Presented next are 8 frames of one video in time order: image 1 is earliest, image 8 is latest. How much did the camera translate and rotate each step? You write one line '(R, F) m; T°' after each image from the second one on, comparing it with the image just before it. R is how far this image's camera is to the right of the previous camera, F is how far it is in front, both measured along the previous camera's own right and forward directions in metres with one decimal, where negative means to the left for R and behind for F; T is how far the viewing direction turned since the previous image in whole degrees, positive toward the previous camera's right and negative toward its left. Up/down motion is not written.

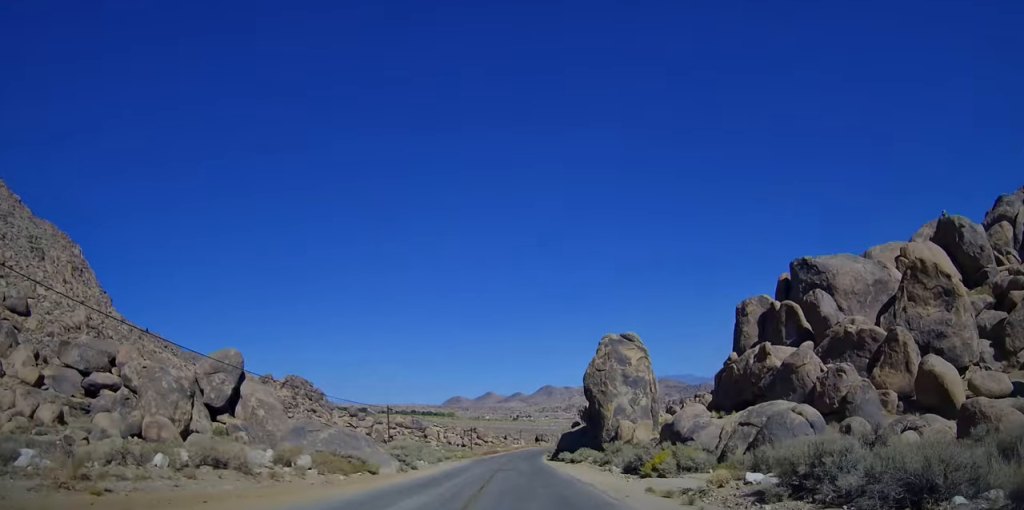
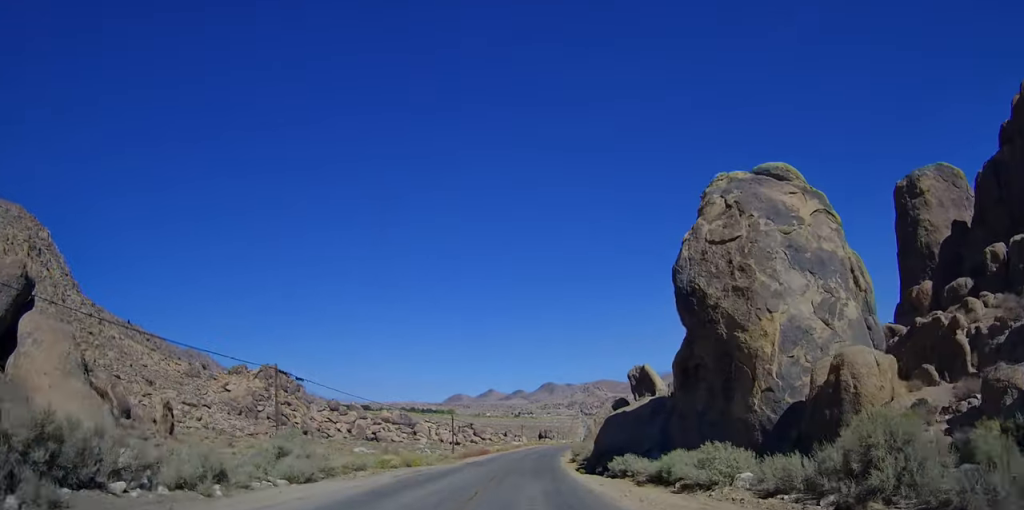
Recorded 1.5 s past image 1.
(+1.0, +32.8) m; +3°
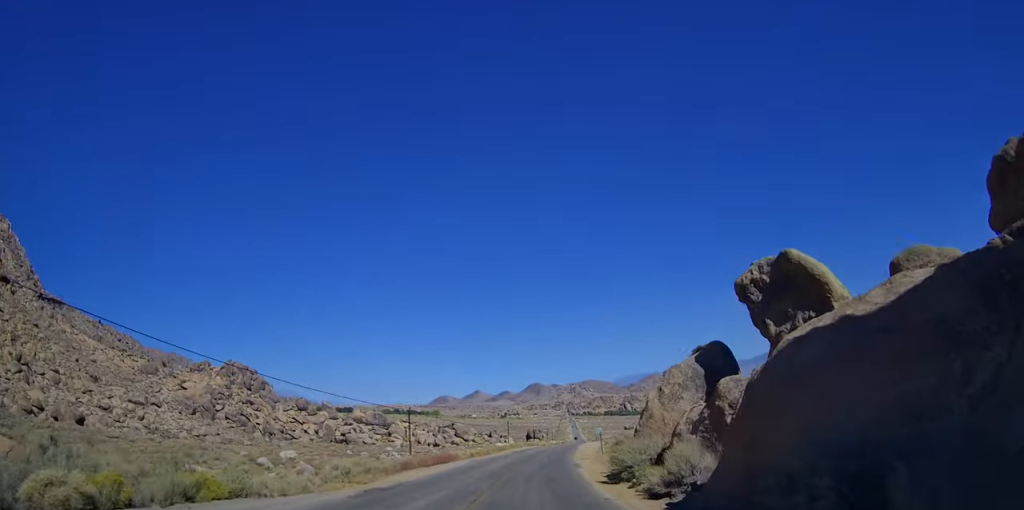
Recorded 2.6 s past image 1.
(-0.3, +23.9) m; 0°
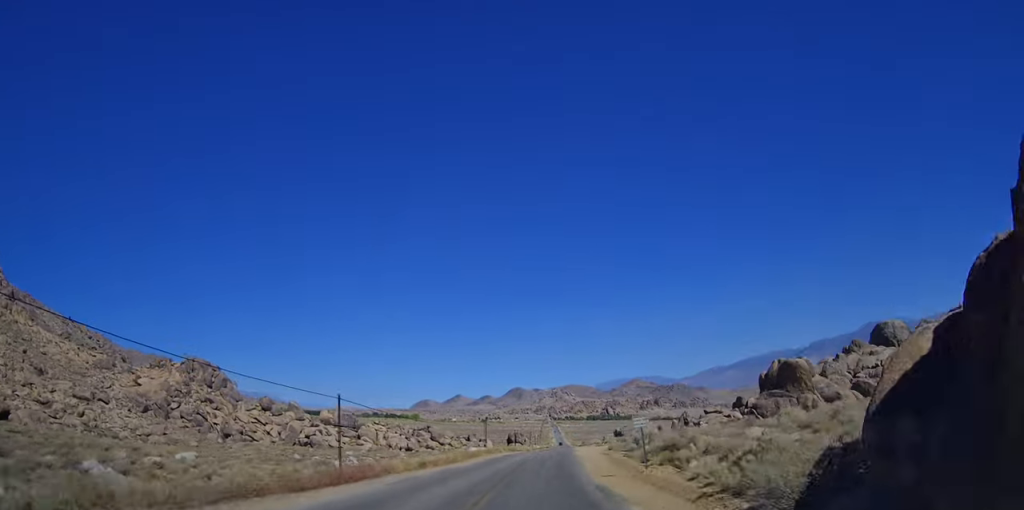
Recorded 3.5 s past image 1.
(0.0, +17.9) m; +1°
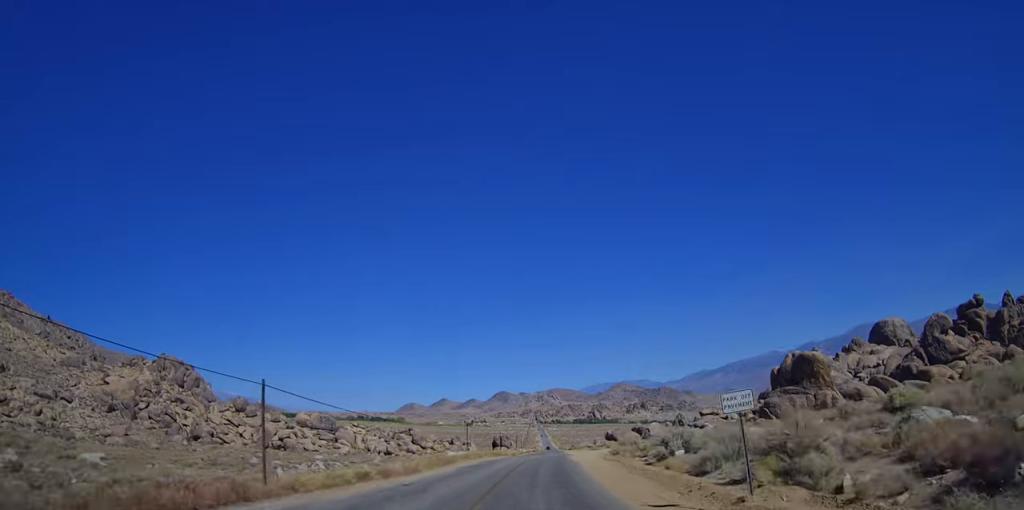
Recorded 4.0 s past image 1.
(+0.3, +10.3) m; +1°
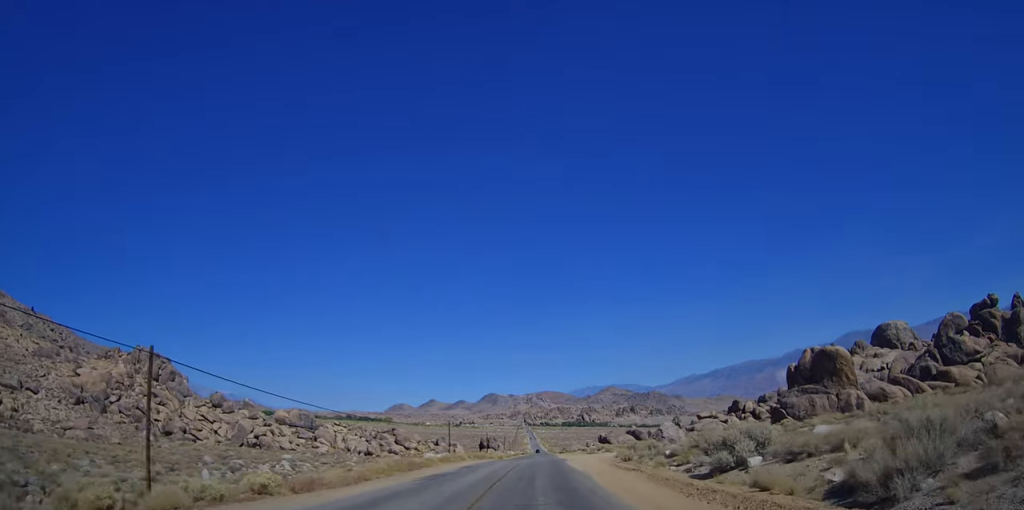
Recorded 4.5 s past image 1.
(+0.2, +9.6) m; +1°
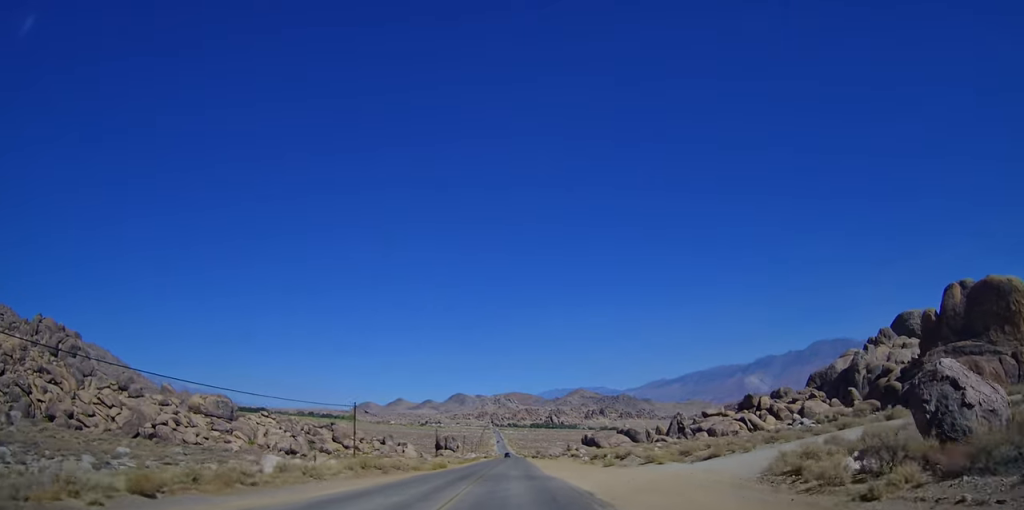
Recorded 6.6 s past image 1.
(+0.9, +36.8) m; +2°
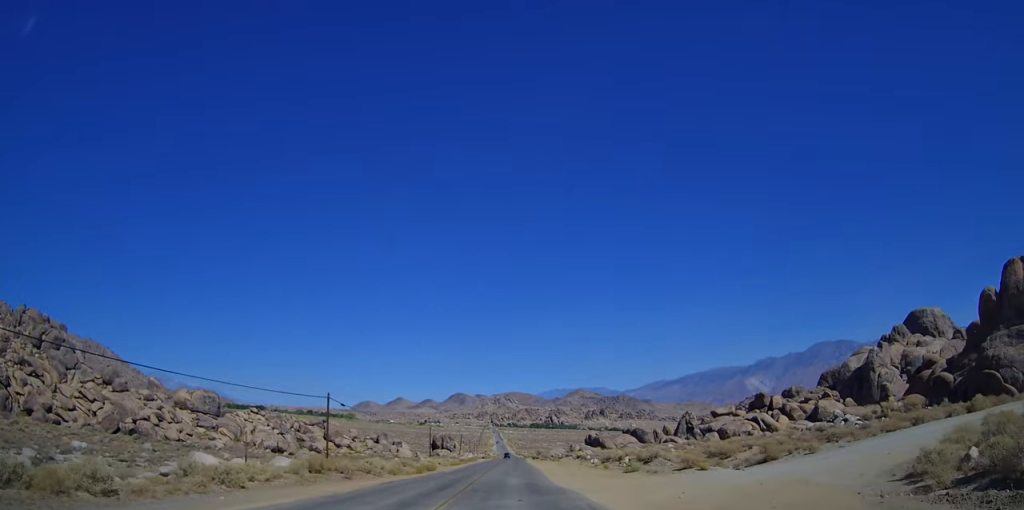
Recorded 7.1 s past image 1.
(-0.2, +7.5) m; +1°
